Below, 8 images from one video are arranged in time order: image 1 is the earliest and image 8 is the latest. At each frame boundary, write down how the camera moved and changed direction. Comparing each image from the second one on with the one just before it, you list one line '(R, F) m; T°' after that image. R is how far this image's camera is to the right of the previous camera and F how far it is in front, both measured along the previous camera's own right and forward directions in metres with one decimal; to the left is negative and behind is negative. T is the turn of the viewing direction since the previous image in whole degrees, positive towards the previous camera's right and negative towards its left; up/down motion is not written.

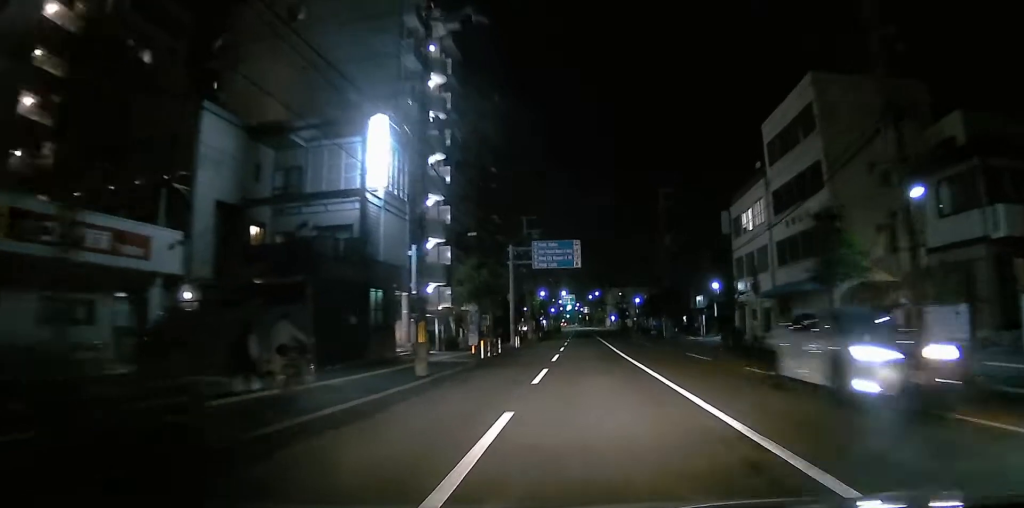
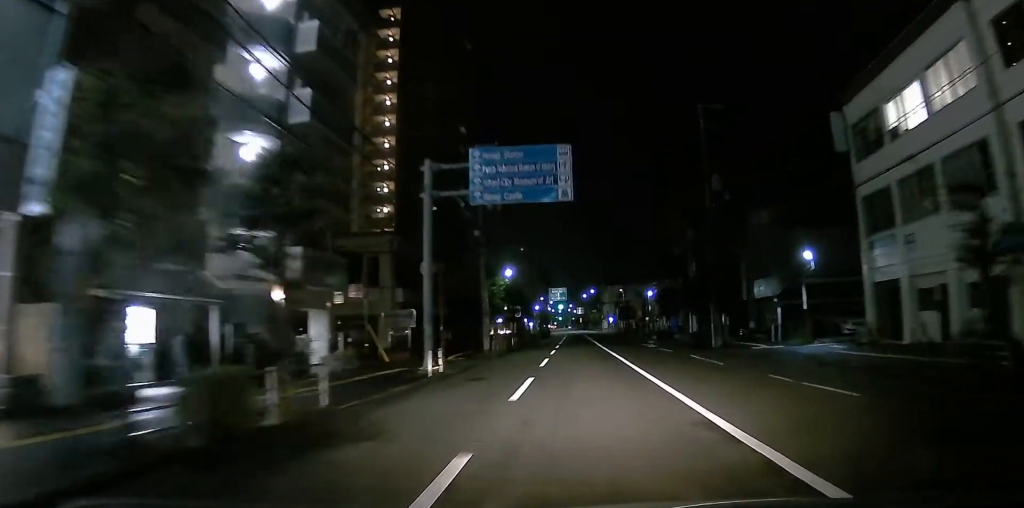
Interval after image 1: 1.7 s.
(0.0, +21.5) m; 0°
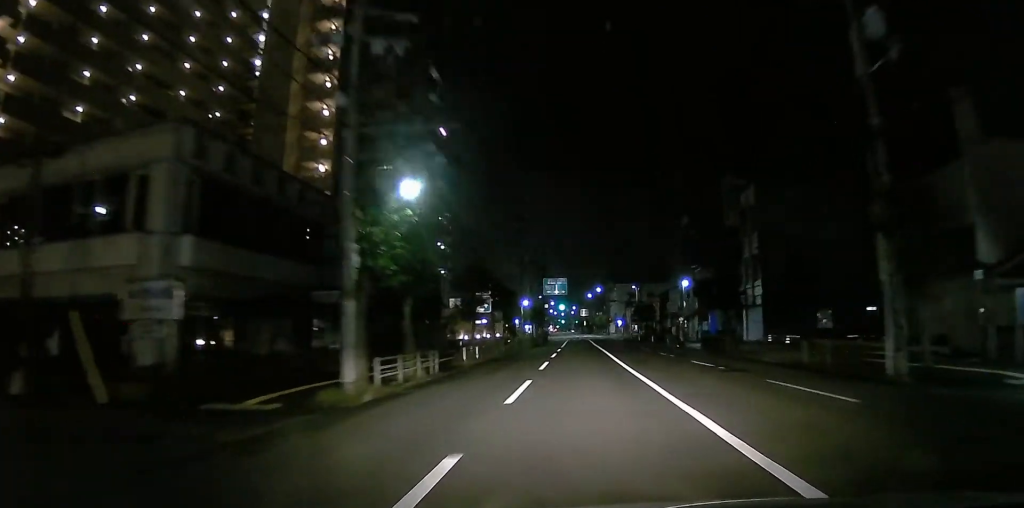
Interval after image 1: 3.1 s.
(0.0, +18.5) m; 0°
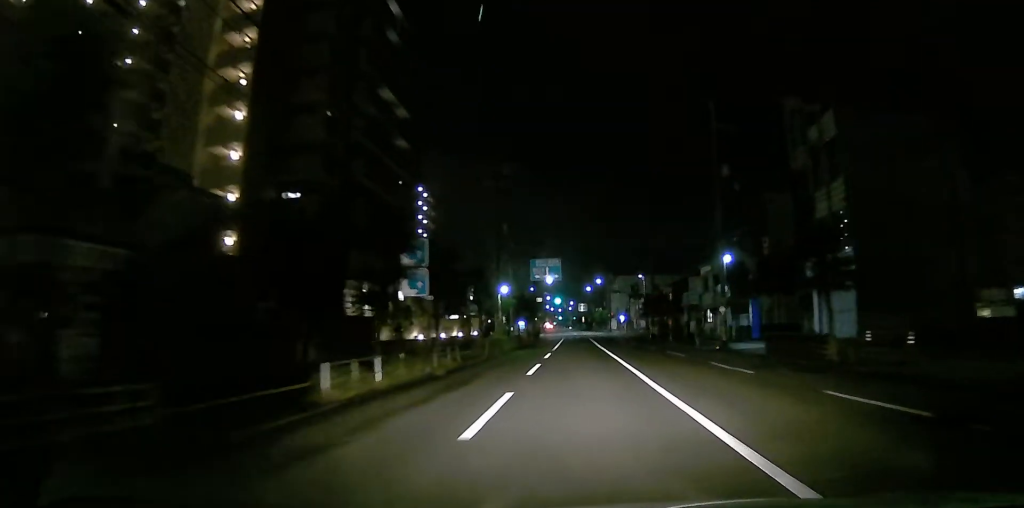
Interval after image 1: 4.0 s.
(0.0, +13.1) m; 0°
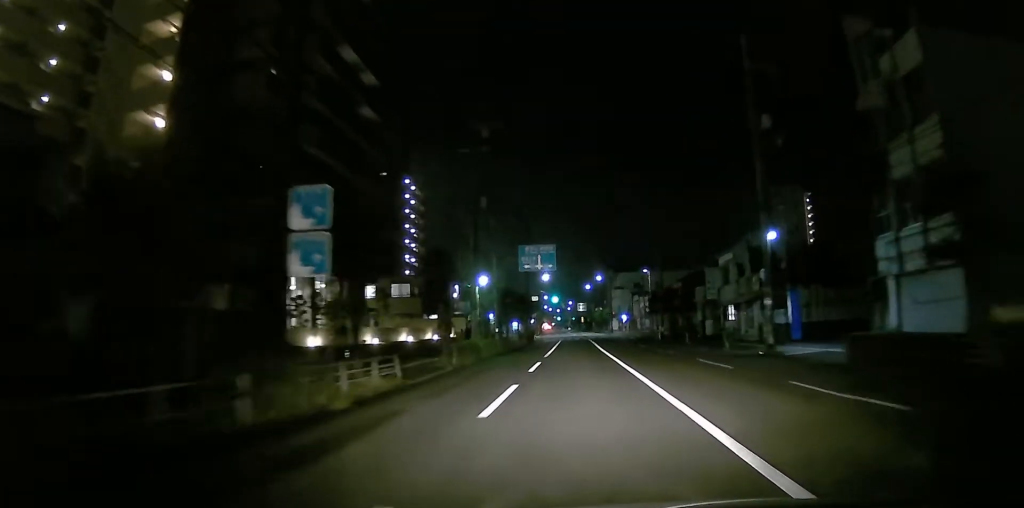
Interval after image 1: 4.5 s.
(0.0, +7.7) m; 0°
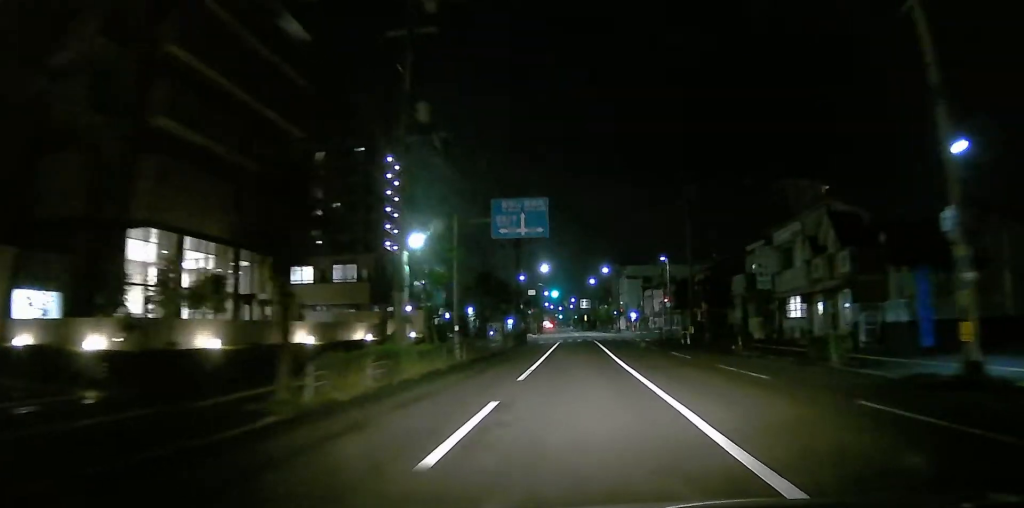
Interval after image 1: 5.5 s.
(0.0, +12.9) m; 0°
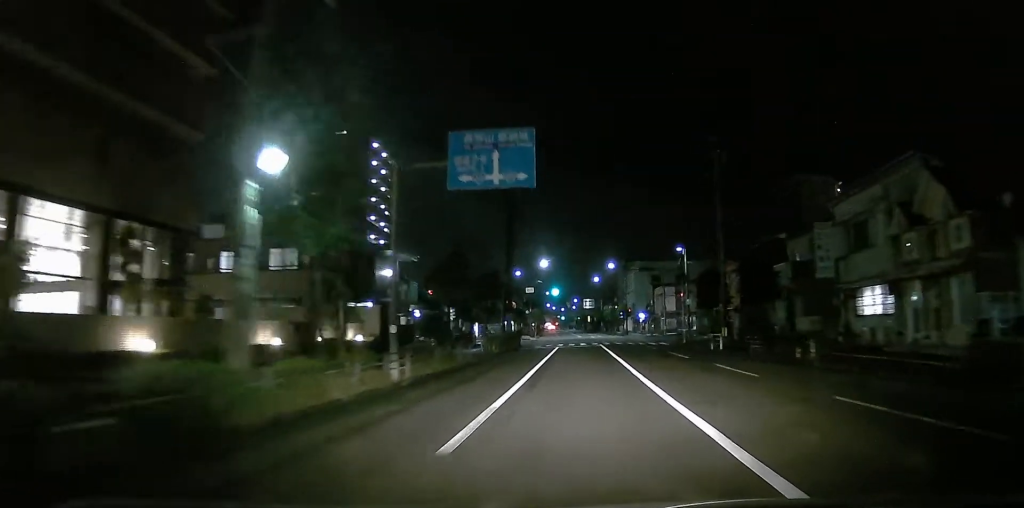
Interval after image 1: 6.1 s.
(0.0, +8.9) m; 0°
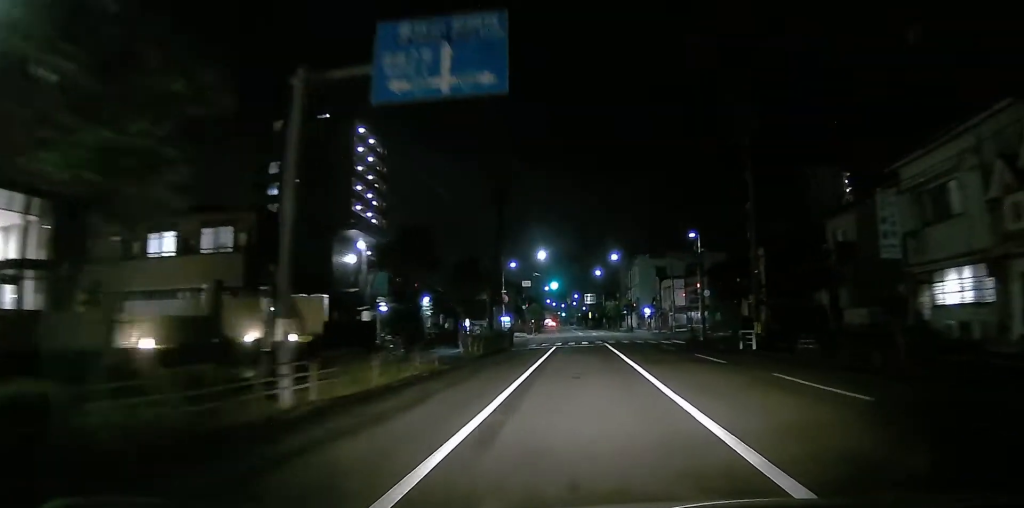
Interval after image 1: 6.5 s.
(0.0, +6.3) m; 0°
